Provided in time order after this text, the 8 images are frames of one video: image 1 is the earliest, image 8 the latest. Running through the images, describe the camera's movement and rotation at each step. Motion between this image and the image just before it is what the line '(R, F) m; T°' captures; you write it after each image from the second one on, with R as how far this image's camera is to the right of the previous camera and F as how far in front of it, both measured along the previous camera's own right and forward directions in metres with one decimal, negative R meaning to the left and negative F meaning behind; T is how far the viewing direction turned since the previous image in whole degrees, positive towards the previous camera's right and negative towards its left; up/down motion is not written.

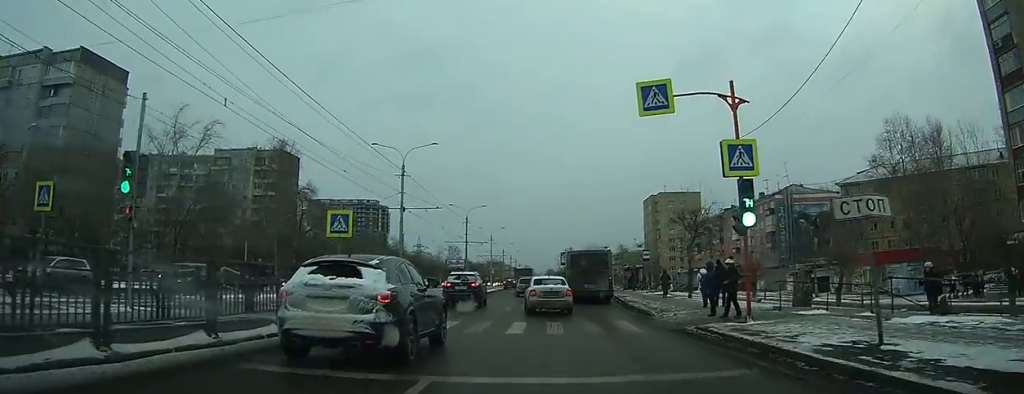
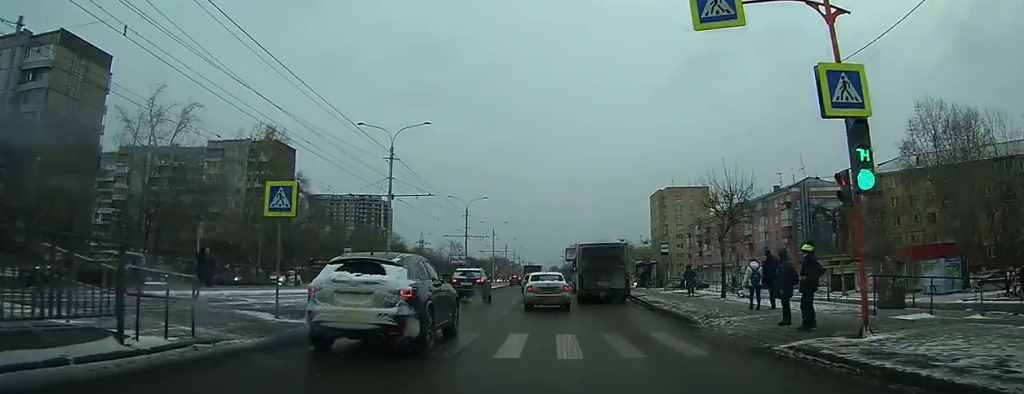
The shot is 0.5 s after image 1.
(0.0, +6.4) m; 0°
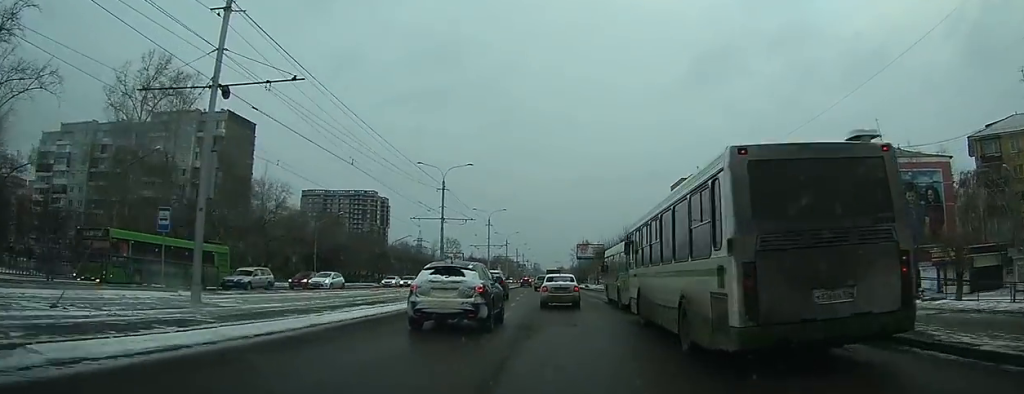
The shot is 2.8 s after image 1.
(-0.1, +33.2) m; 0°
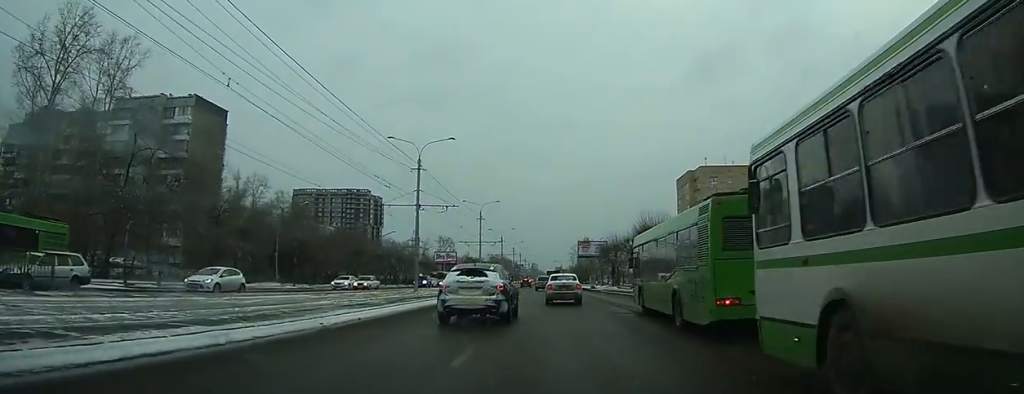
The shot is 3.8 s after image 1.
(0.0, +13.4) m; 0°
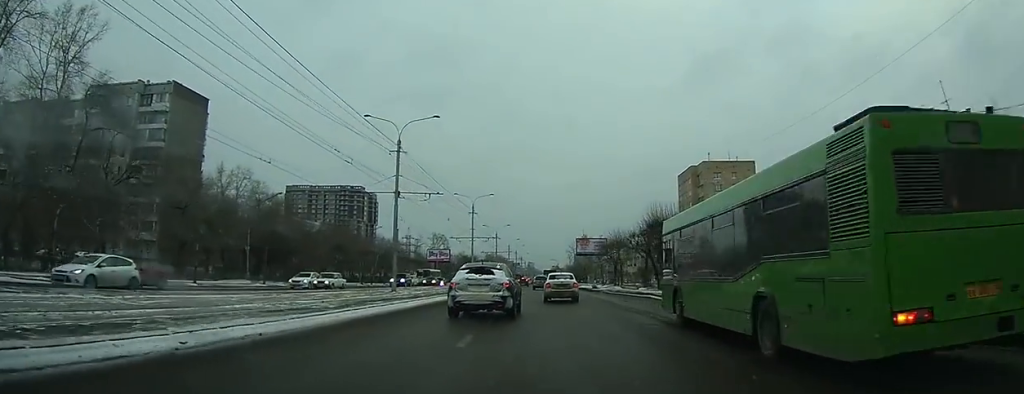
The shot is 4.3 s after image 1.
(0.0, +7.0) m; 0°
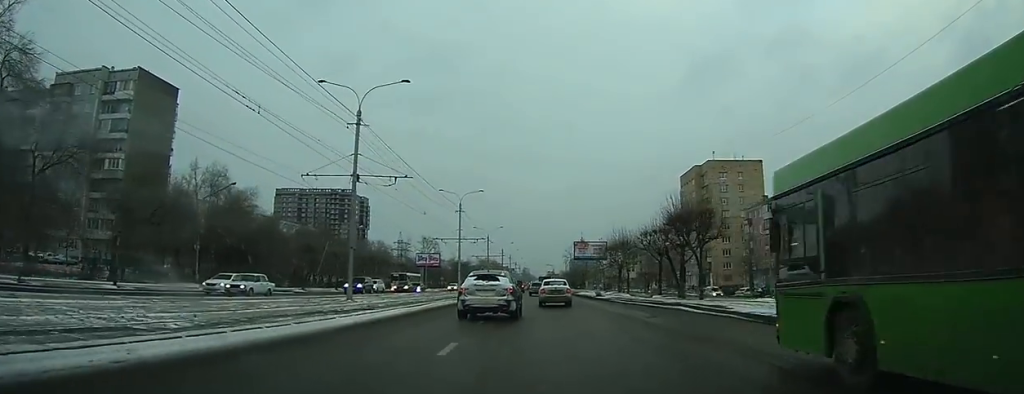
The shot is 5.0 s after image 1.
(+0.1, +9.6) m; +1°
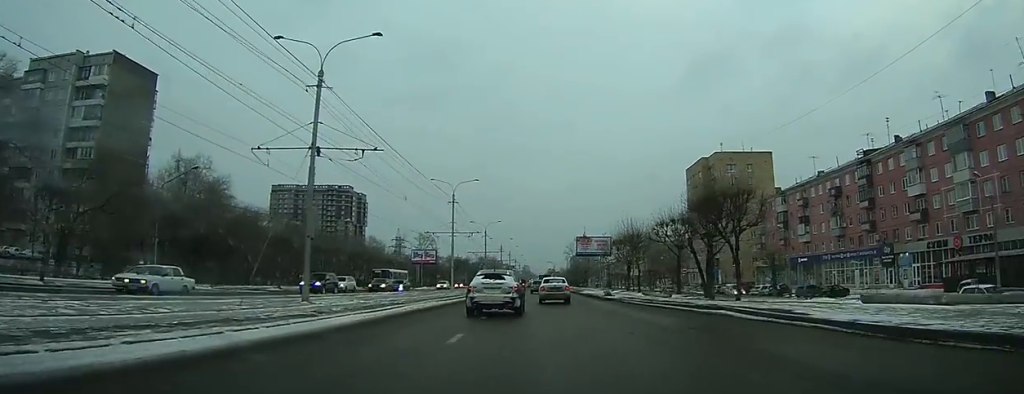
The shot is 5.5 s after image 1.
(0.0, +6.8) m; 0°
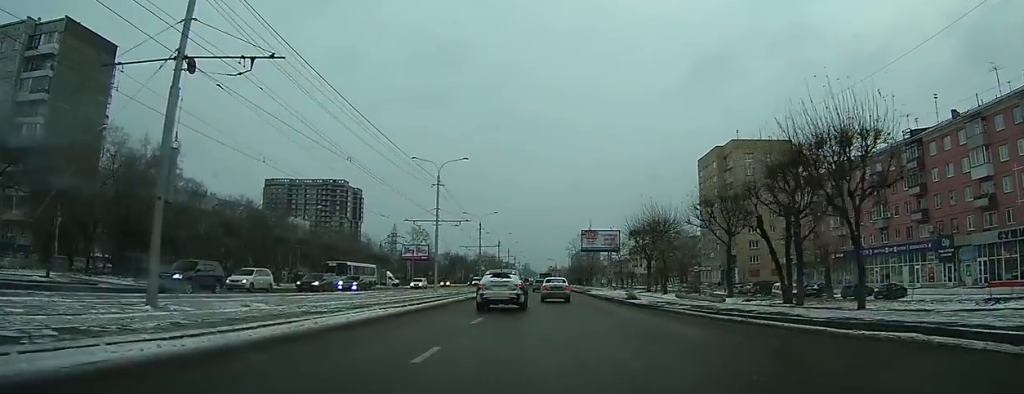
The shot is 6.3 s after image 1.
(0.0, +11.9) m; 0°
